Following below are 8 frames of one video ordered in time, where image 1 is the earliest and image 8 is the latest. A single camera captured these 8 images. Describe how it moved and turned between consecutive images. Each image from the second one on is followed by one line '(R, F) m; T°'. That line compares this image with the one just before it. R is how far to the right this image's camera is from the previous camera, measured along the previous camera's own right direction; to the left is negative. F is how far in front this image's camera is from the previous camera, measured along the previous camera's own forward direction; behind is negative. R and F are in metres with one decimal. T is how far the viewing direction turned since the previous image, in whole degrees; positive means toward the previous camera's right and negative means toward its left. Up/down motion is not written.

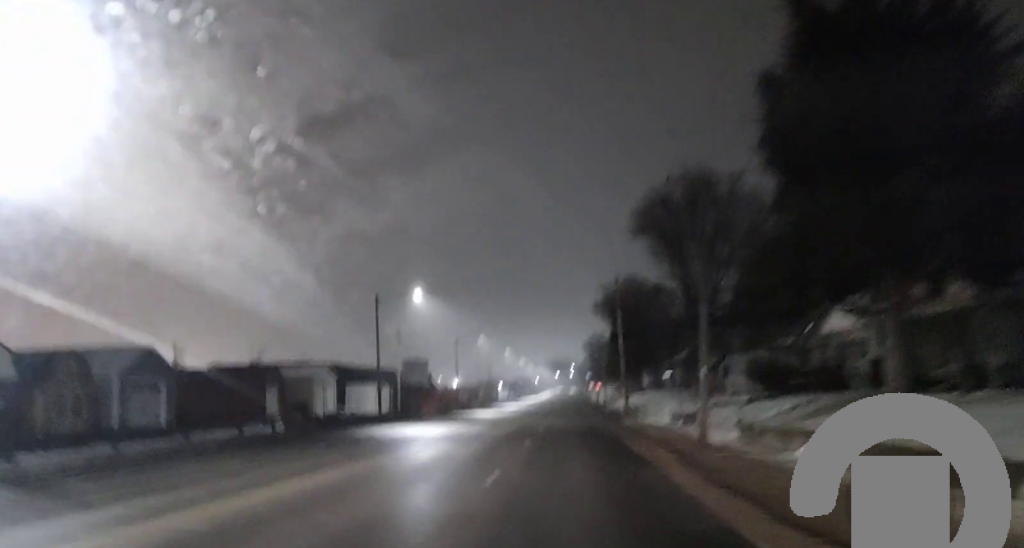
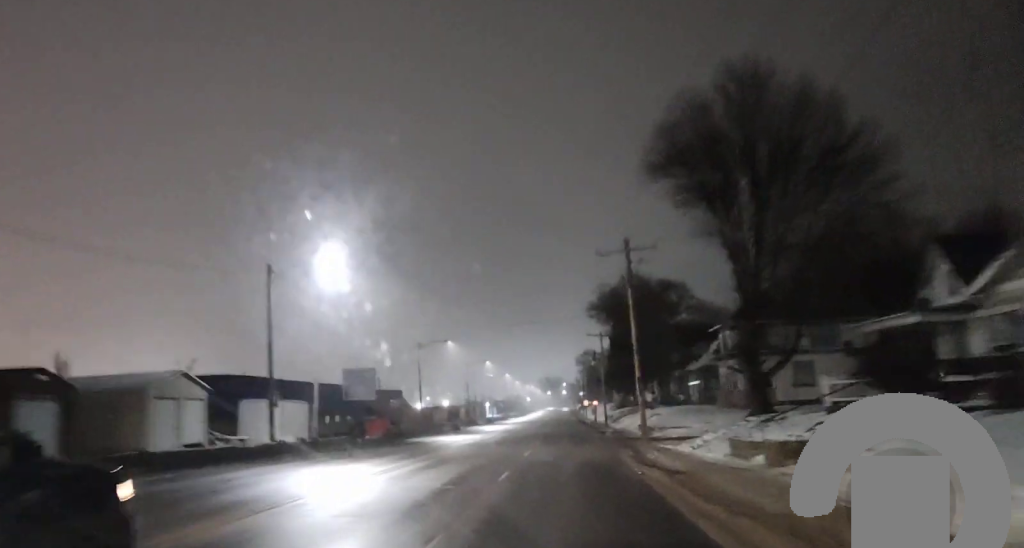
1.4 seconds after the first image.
(-0.3, +19.8) m; -2°
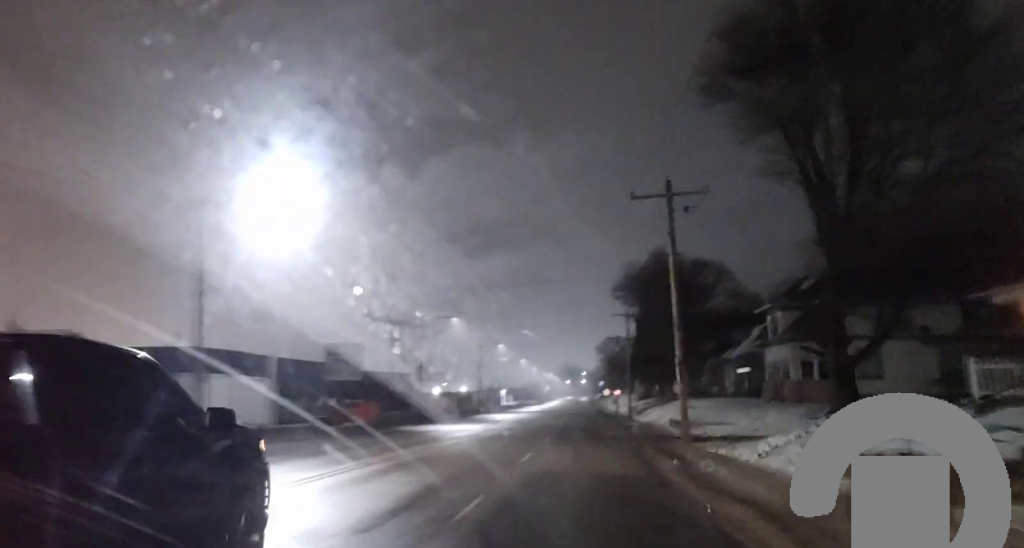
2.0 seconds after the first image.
(-0.2, +9.6) m; 0°
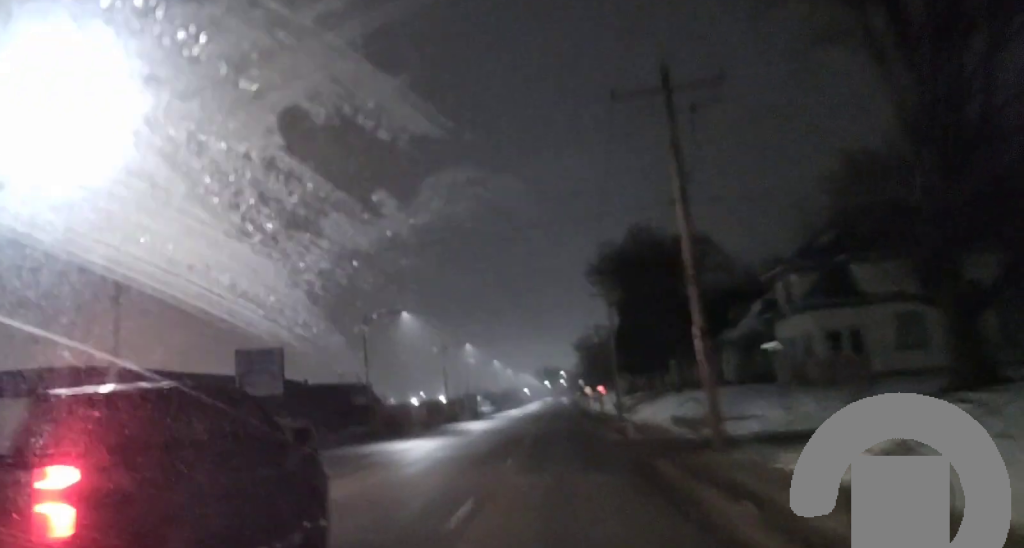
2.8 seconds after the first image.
(+0.1, +10.9) m; 0°
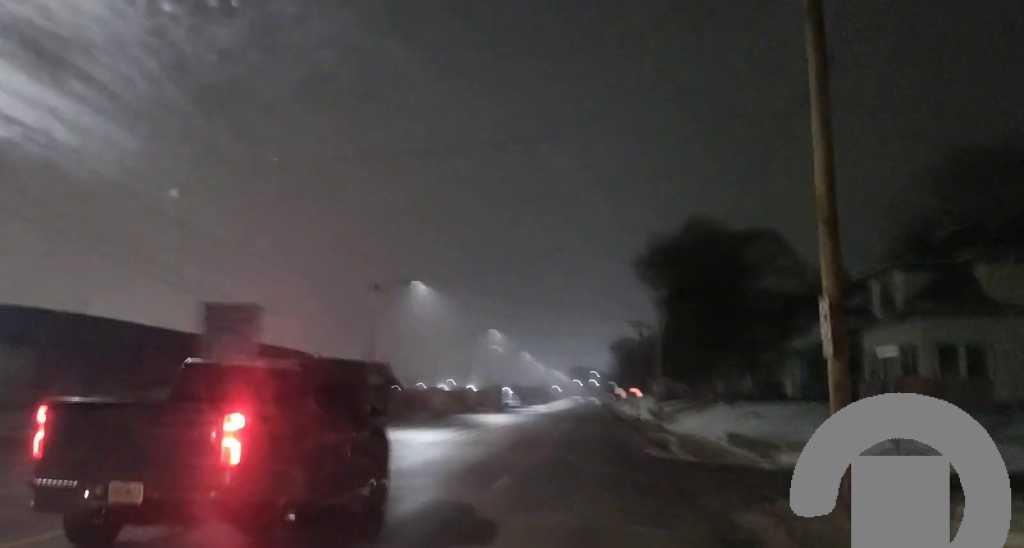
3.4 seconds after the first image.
(0.0, +8.6) m; 0°
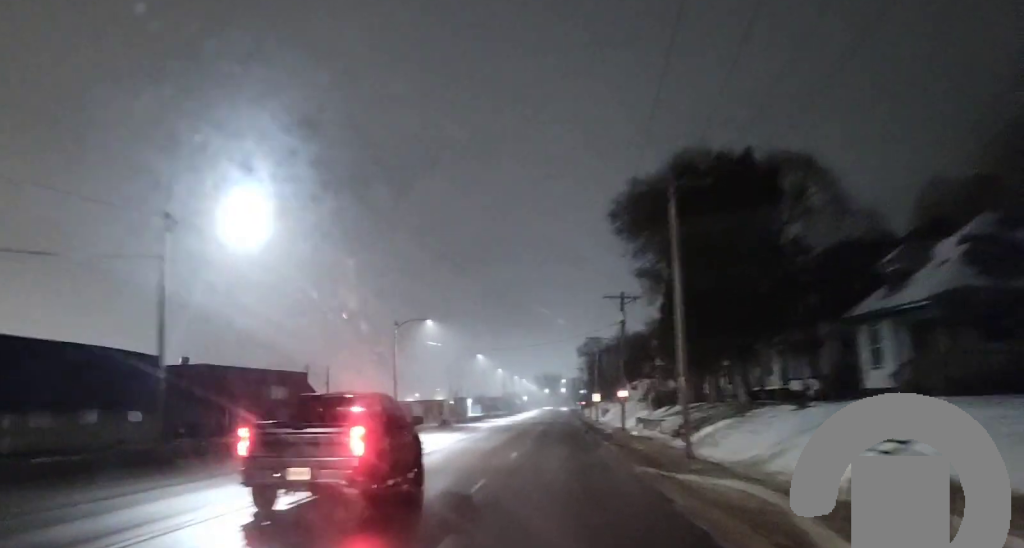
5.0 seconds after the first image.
(-0.3, +24.1) m; -1°
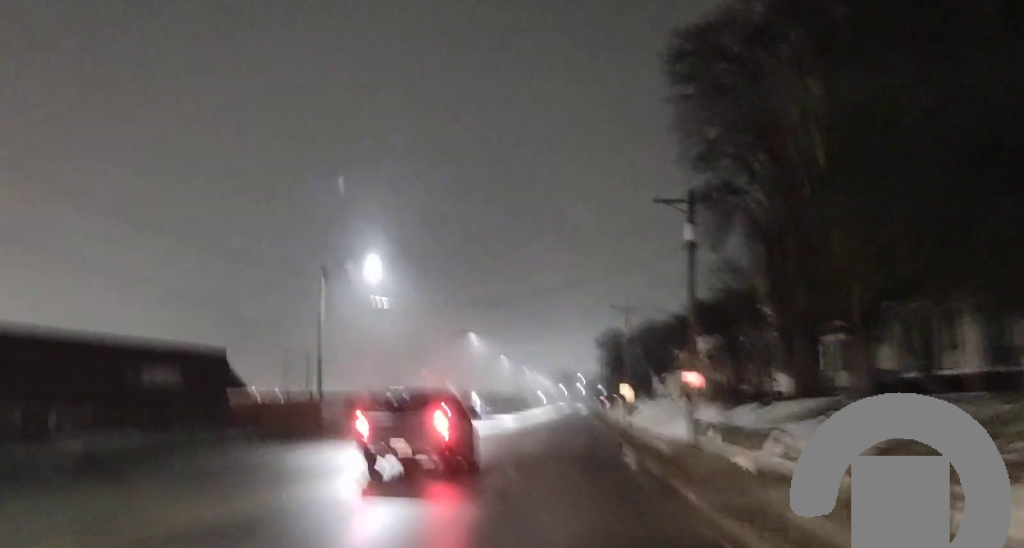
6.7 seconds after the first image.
(0.0, +25.1) m; 0°
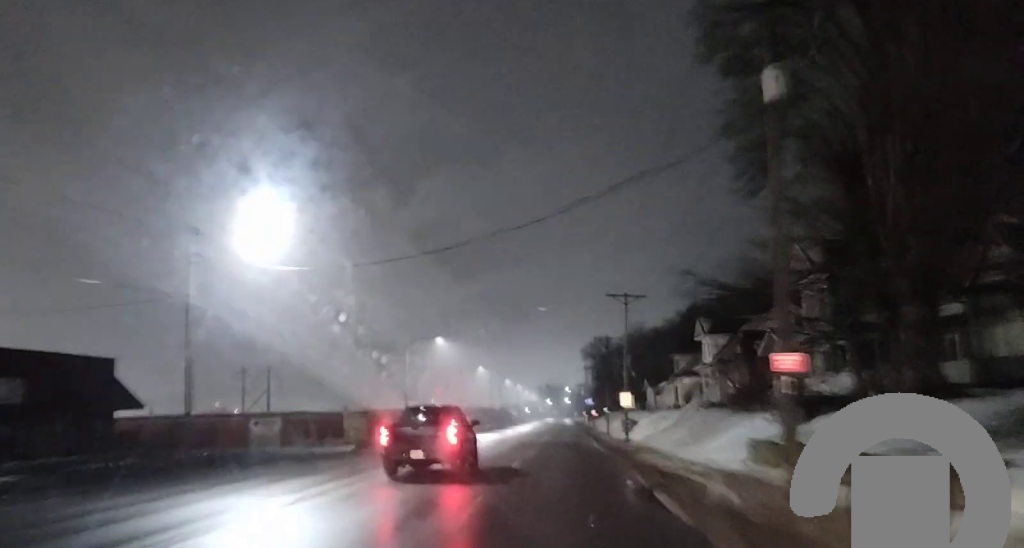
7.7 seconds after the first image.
(-0.1, +15.1) m; -1°
